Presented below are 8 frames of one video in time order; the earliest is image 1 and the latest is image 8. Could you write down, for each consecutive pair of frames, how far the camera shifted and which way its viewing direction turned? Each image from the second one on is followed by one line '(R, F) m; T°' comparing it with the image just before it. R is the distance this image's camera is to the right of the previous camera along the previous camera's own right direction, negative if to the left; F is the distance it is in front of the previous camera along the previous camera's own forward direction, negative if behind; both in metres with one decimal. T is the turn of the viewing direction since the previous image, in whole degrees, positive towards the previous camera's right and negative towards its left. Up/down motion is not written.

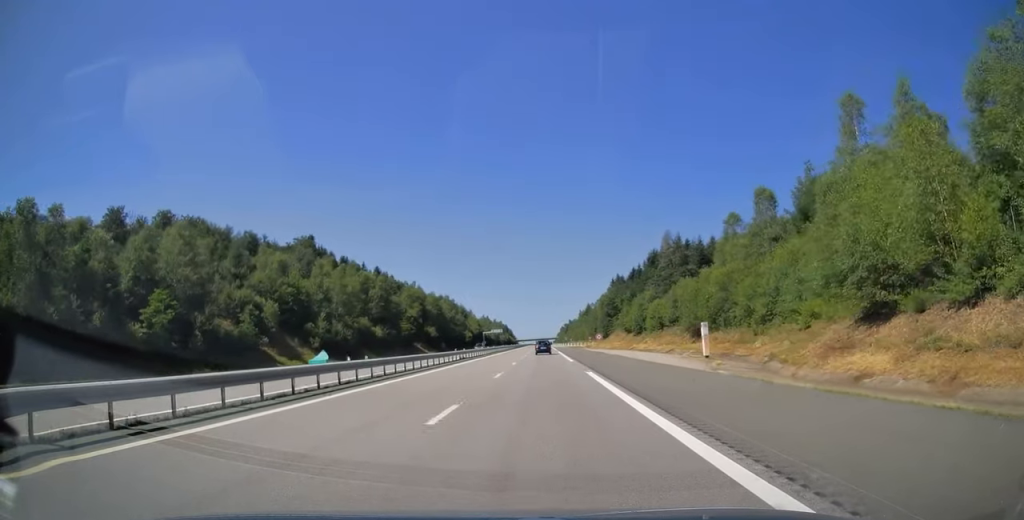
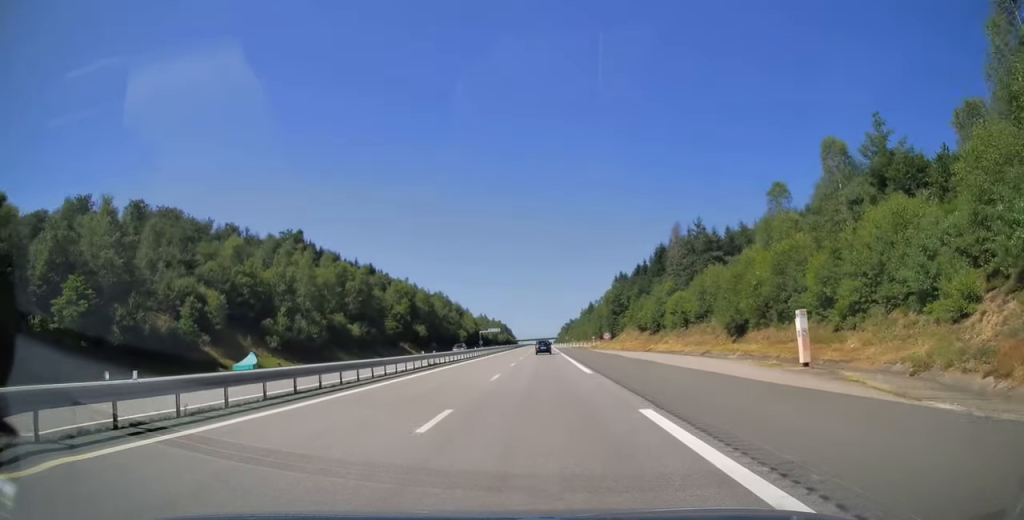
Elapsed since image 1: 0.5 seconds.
(0.0, +14.9) m; 0°
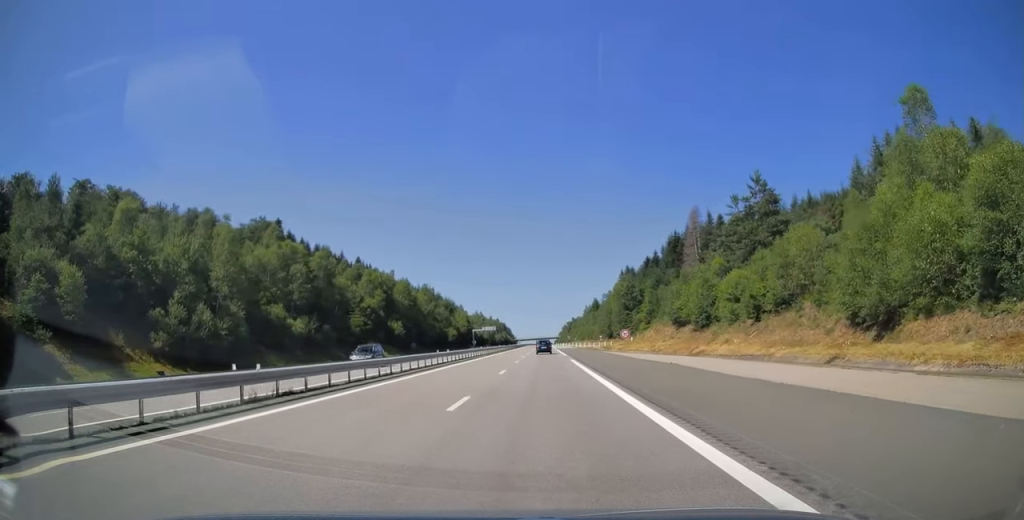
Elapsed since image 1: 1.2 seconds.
(0.0, +25.6) m; 0°
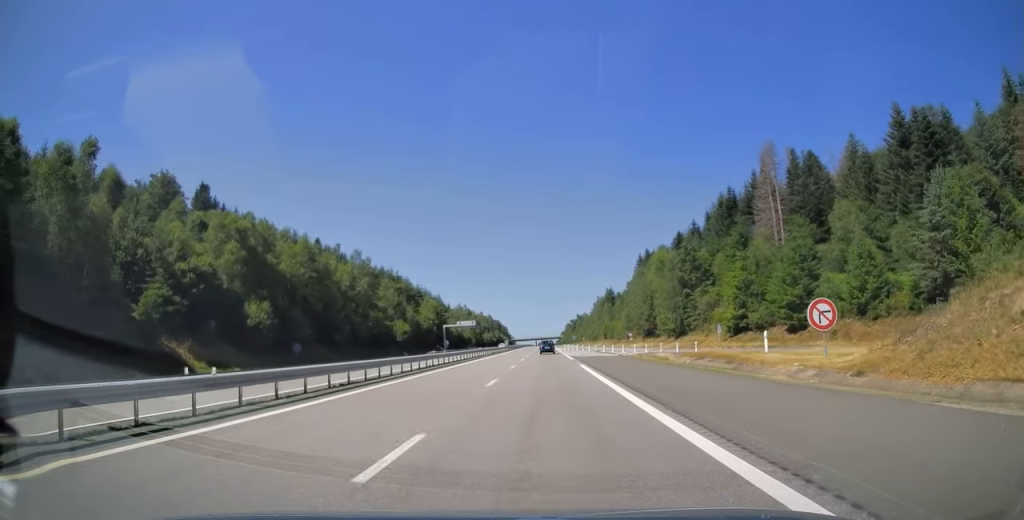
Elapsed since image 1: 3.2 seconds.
(-0.1, +57.8) m; 0°
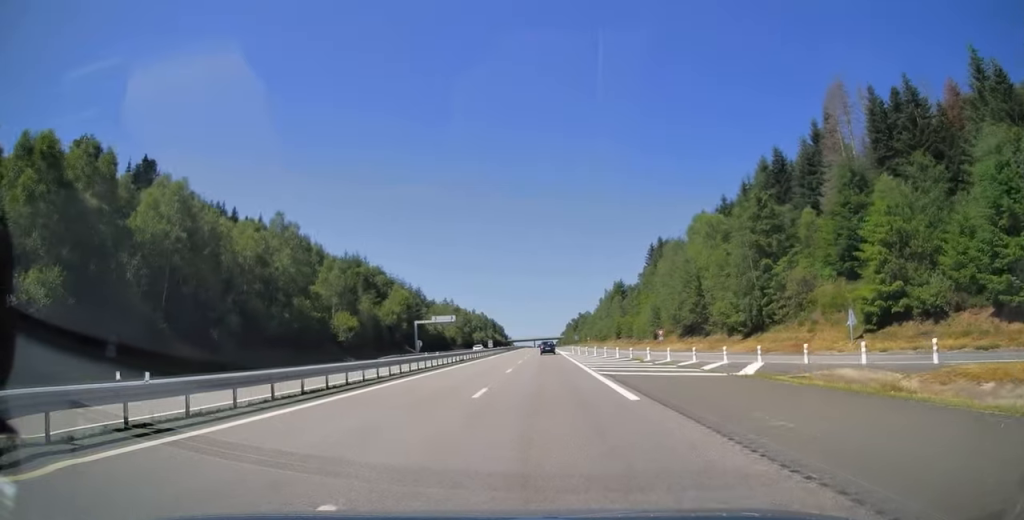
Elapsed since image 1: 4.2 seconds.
(-0.1, +29.3) m; 0°
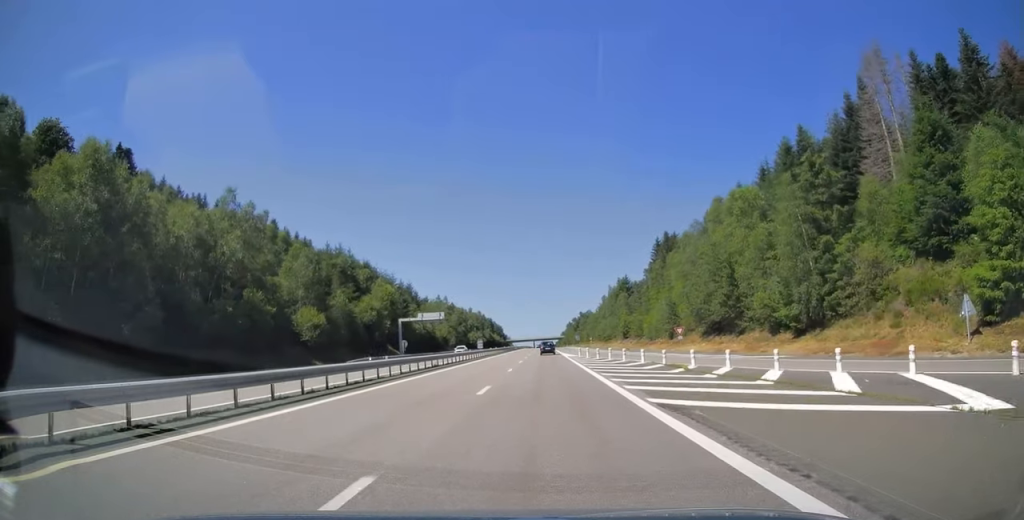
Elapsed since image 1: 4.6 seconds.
(0.0, +11.9) m; 0°
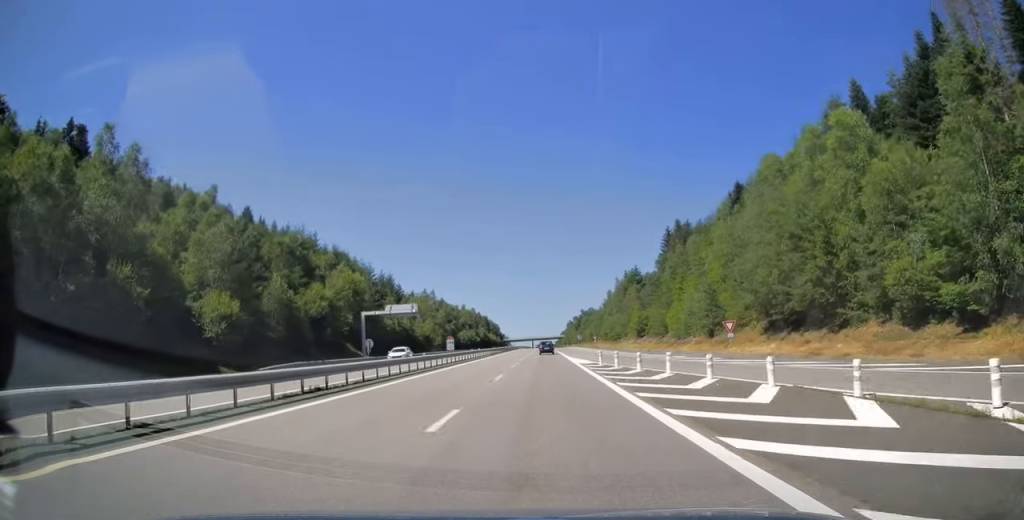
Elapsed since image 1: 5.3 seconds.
(0.0, +20.7) m; 0°
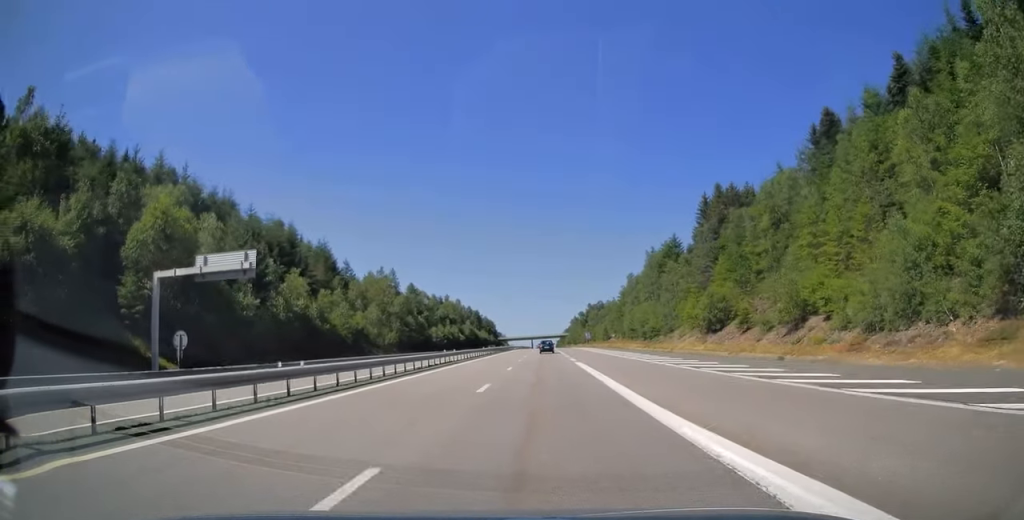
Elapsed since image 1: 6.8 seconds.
(+0.1, +49.3) m; 0°
